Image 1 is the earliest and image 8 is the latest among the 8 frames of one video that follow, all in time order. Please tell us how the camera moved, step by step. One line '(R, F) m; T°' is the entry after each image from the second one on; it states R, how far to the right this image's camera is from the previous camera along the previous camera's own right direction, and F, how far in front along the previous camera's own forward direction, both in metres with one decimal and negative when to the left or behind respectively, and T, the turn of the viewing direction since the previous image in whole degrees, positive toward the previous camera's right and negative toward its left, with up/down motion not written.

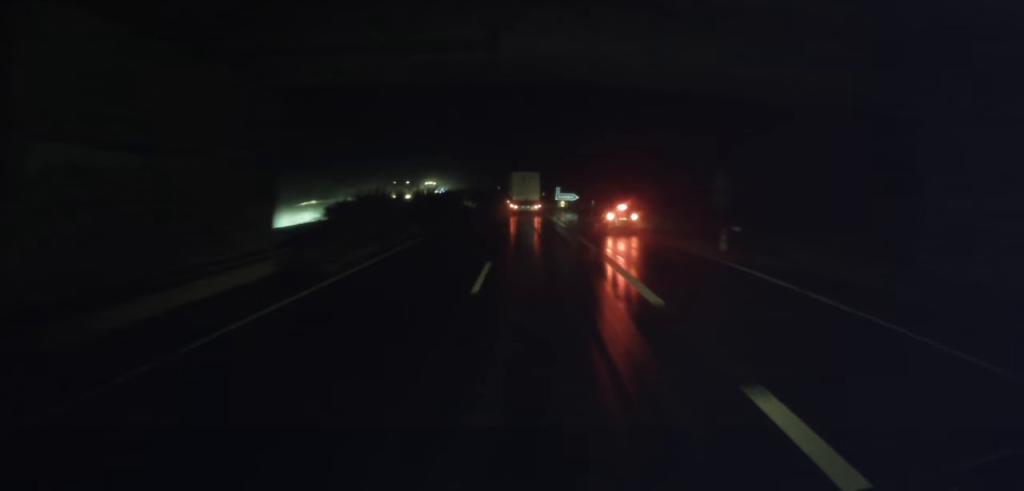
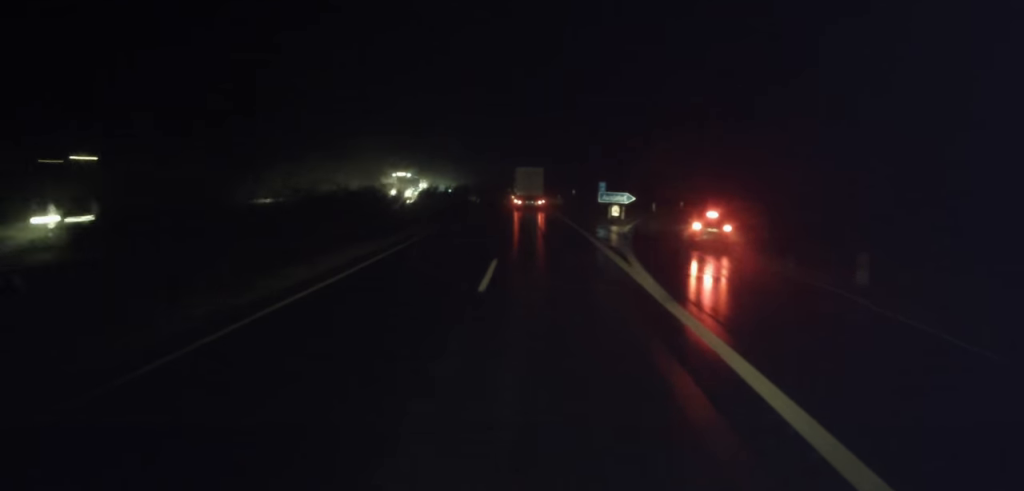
(-0.8, +36.2) m; -3°
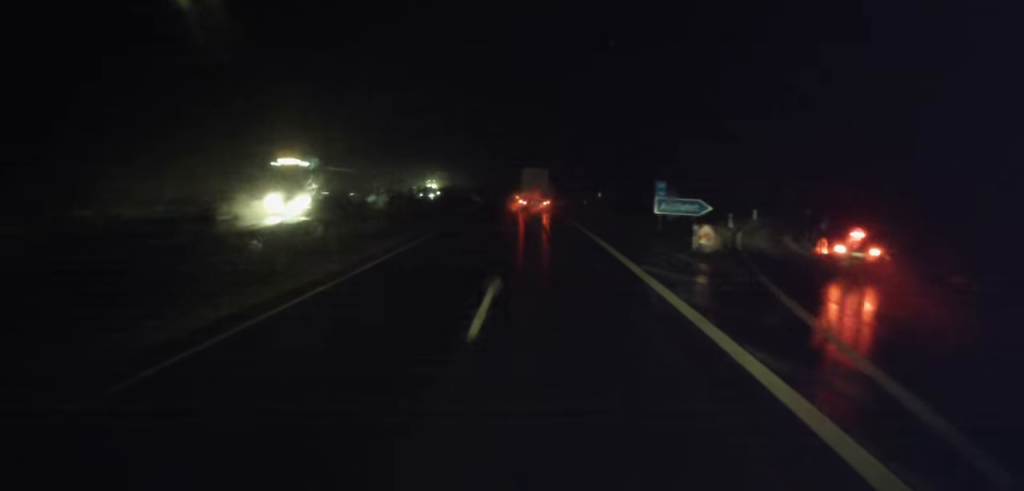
(-0.2, +22.5) m; 0°
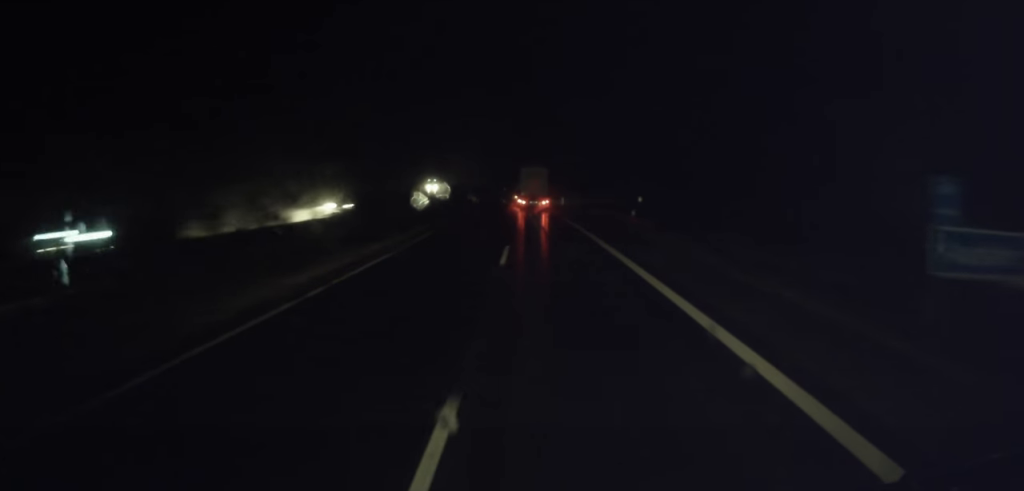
(0.0, +27.4) m; -1°
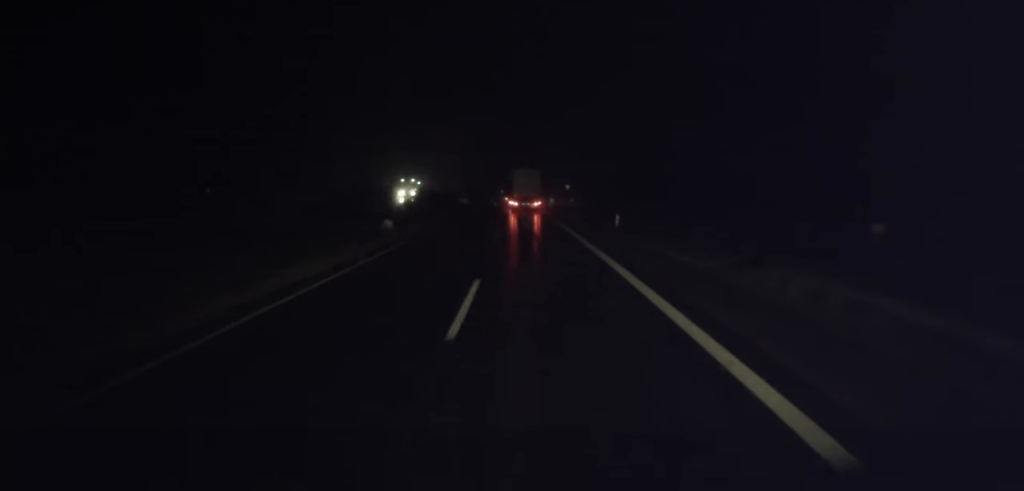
(-1.6, +45.4) m; -3°
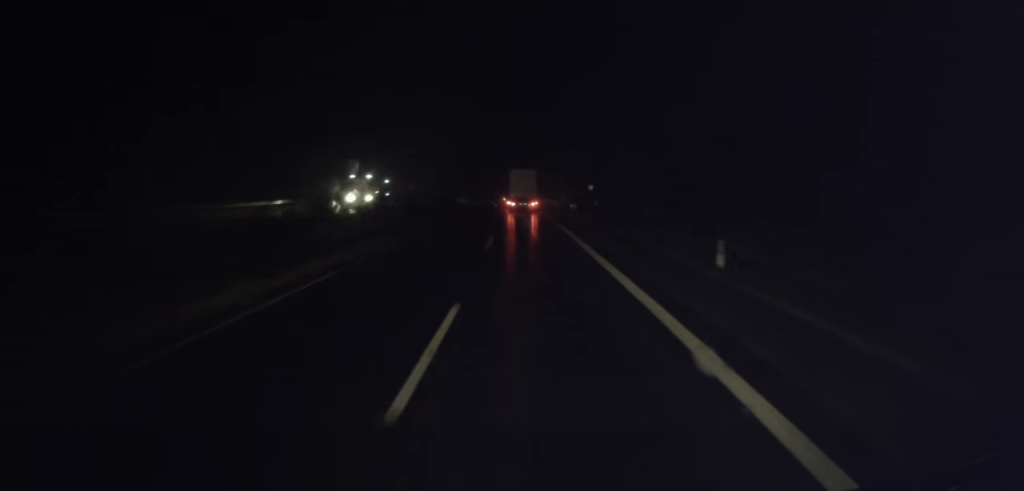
(+0.1, +21.8) m; 0°
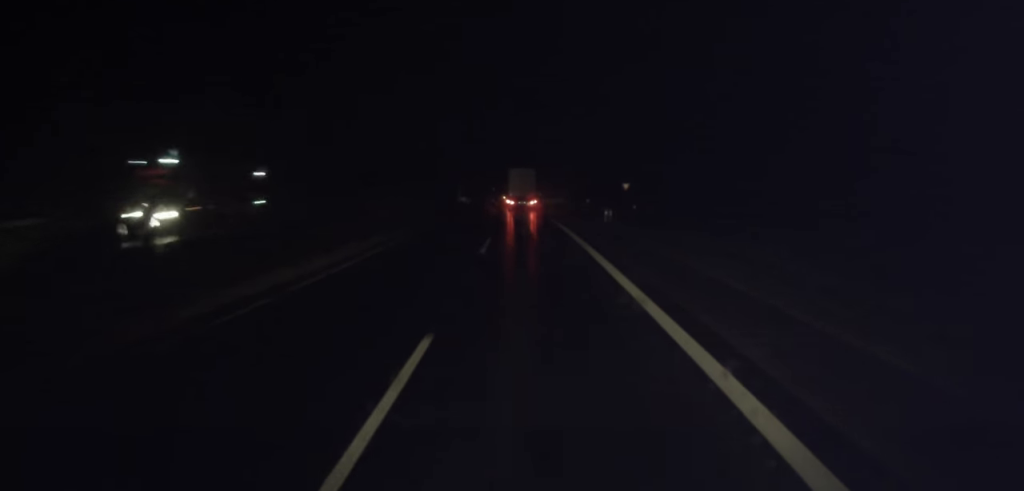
(-0.1, +21.0) m; -1°
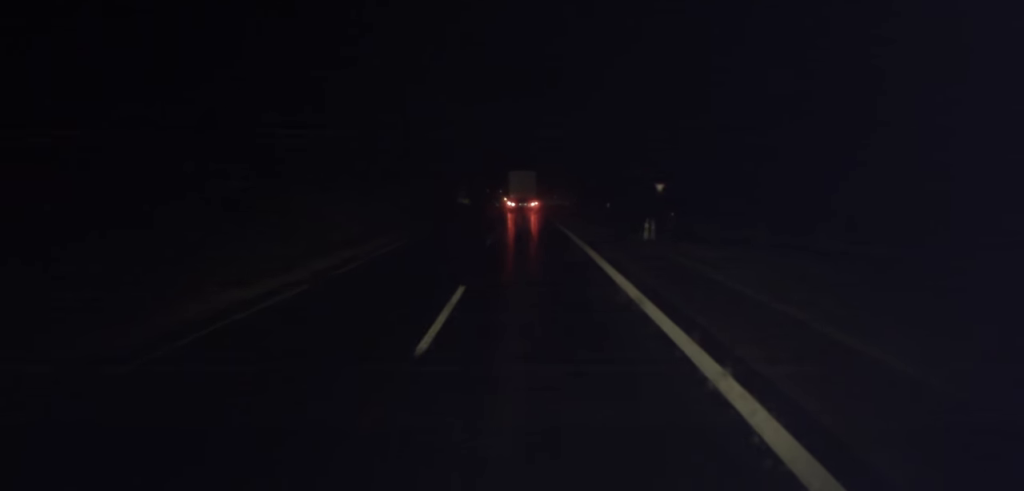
(-0.1, +12.9) m; -1°
